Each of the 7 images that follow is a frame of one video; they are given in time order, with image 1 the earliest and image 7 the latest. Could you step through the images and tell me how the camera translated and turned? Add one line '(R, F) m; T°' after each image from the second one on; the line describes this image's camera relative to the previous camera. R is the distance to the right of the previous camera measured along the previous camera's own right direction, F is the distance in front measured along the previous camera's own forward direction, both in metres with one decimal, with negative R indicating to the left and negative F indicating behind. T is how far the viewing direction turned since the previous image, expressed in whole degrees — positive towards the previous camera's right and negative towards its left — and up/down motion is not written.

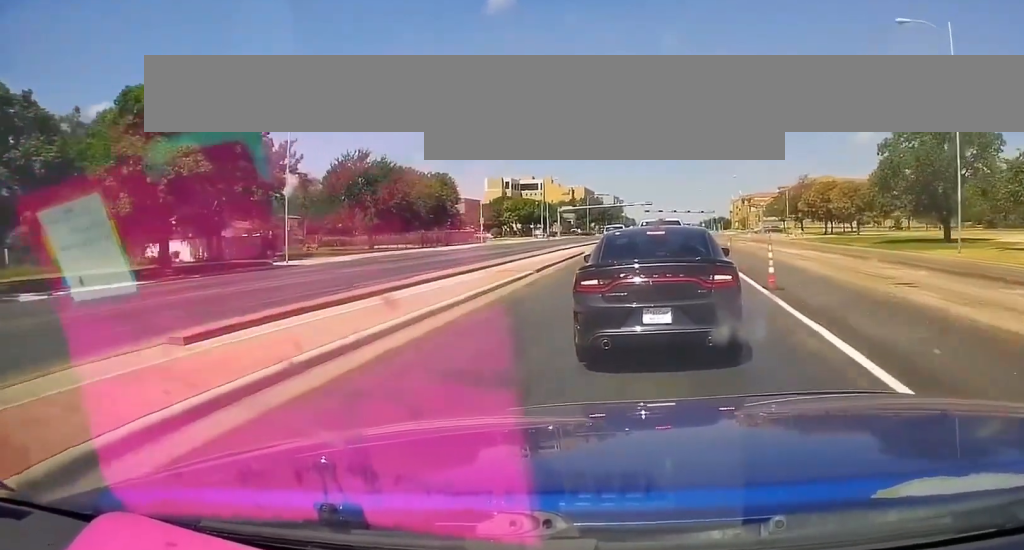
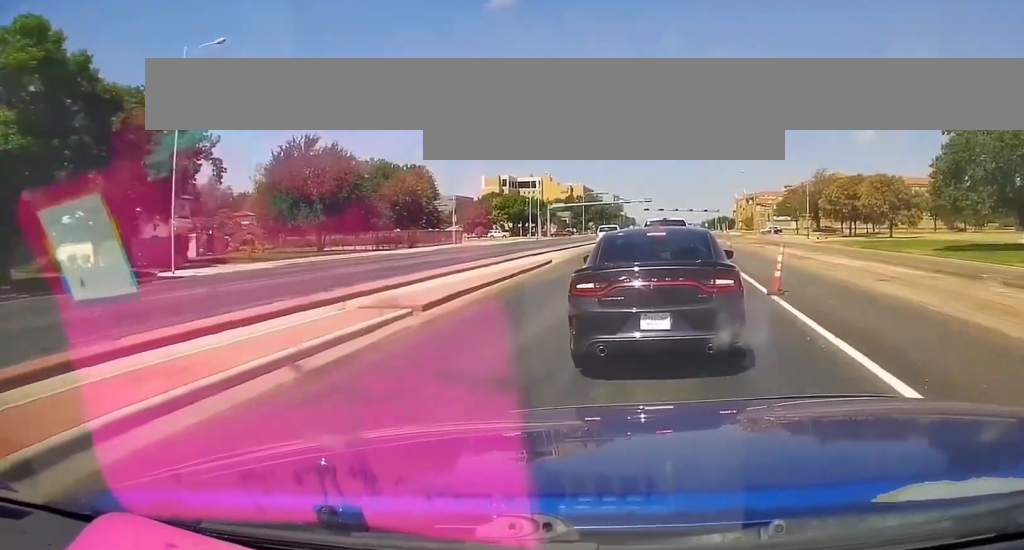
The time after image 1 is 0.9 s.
(+0.3, +13.6) m; +2°
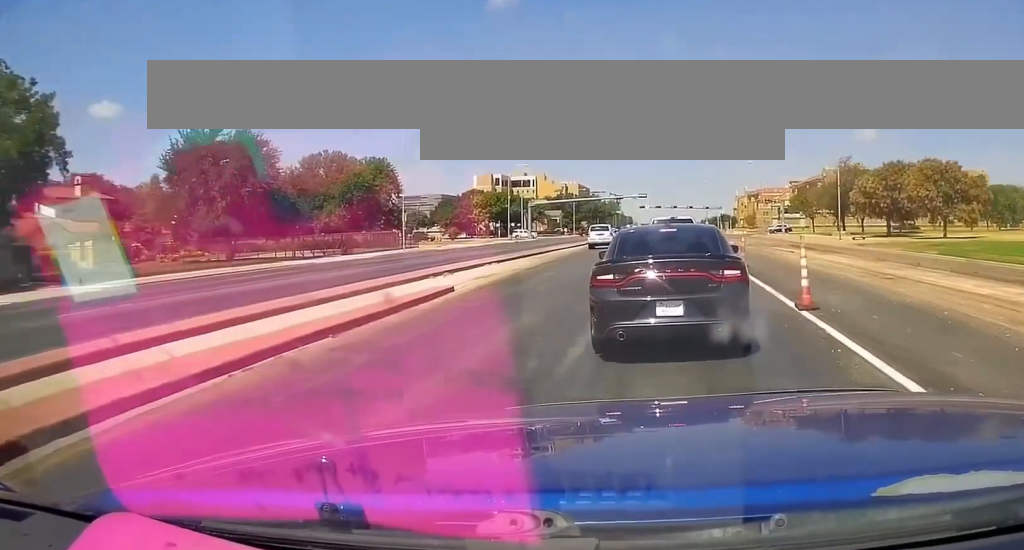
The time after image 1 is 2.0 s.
(+0.2, +17.4) m; 0°
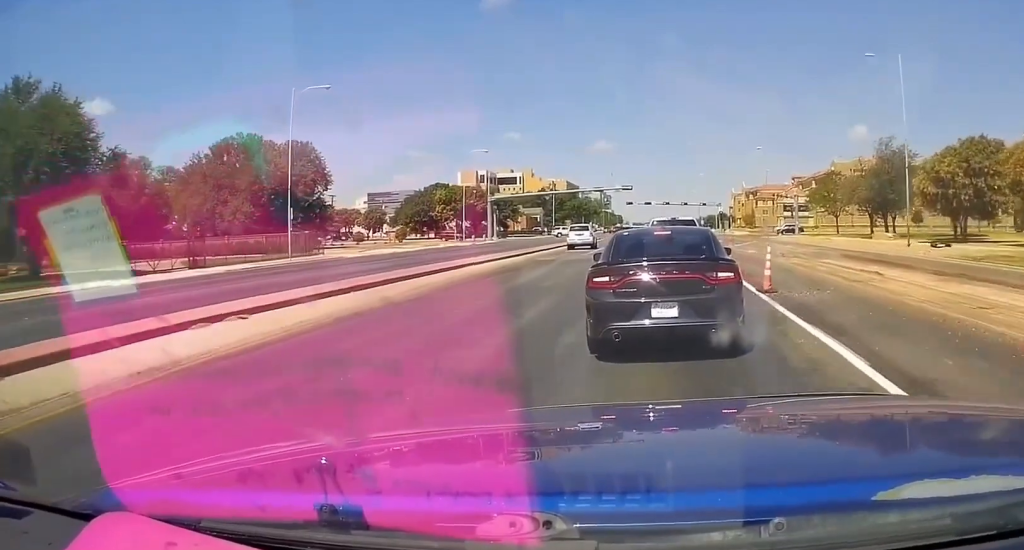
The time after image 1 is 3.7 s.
(-0.3, +22.6) m; 0°
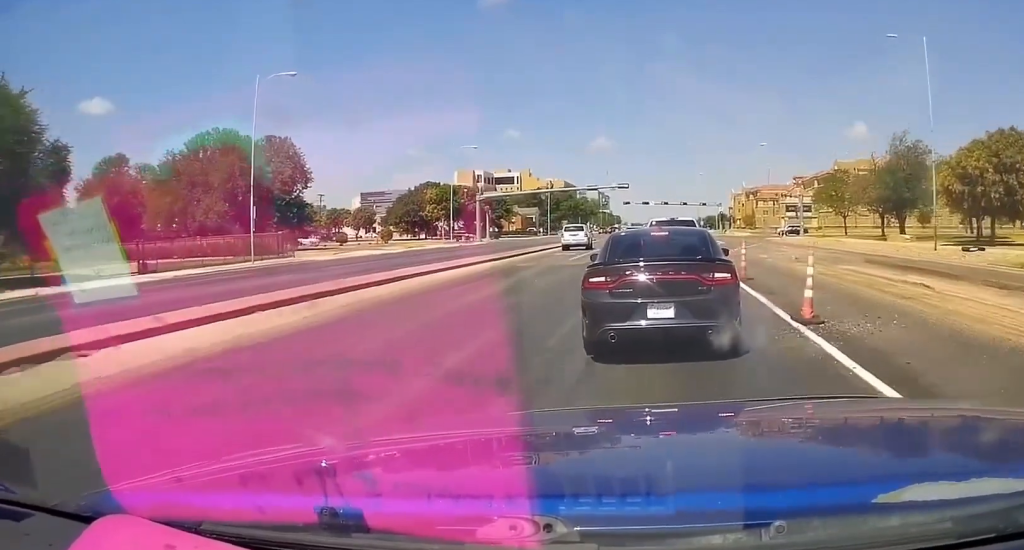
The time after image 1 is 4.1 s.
(-0.1, +5.4) m; +1°
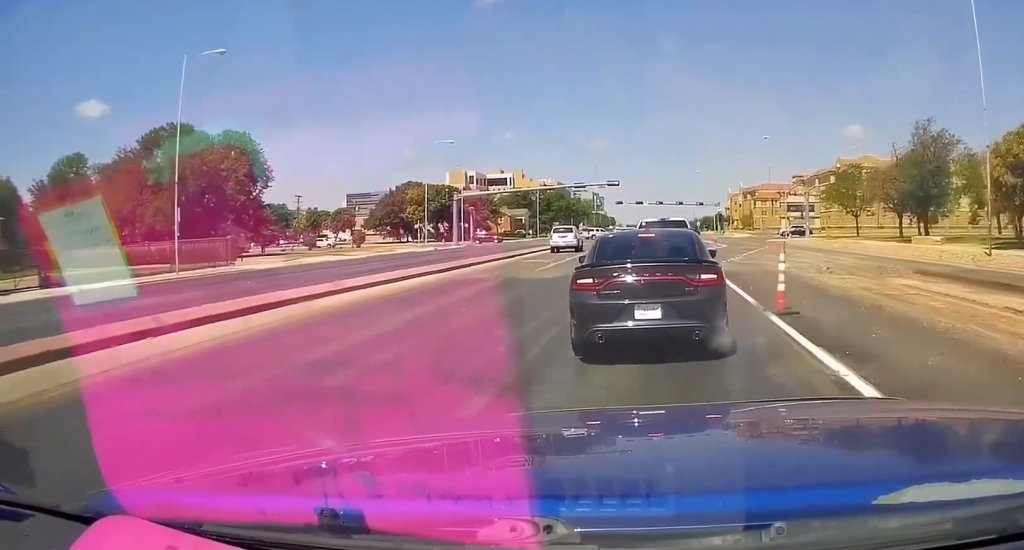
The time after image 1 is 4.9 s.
(+0.3, +8.8) m; +2°
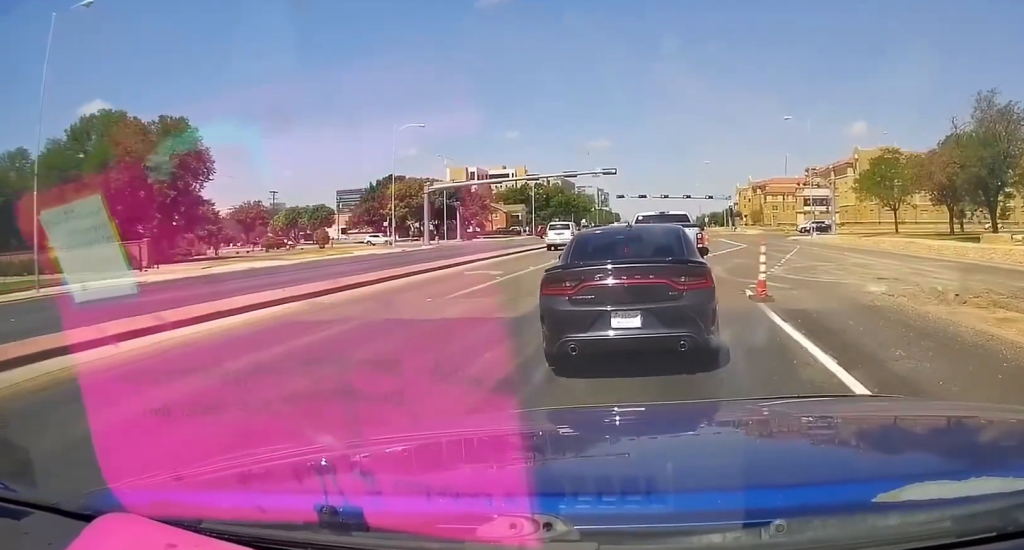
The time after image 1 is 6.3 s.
(+0.4, +14.0) m; -1°
